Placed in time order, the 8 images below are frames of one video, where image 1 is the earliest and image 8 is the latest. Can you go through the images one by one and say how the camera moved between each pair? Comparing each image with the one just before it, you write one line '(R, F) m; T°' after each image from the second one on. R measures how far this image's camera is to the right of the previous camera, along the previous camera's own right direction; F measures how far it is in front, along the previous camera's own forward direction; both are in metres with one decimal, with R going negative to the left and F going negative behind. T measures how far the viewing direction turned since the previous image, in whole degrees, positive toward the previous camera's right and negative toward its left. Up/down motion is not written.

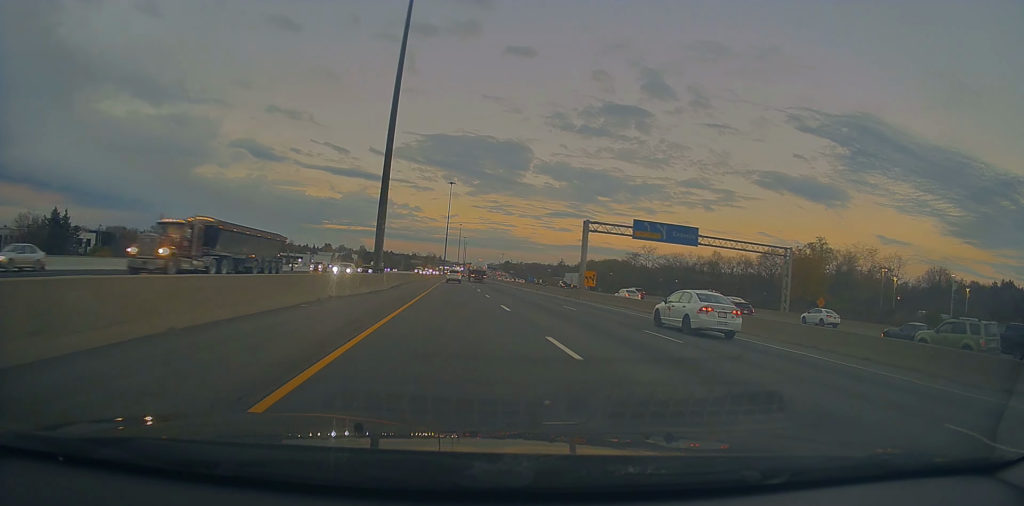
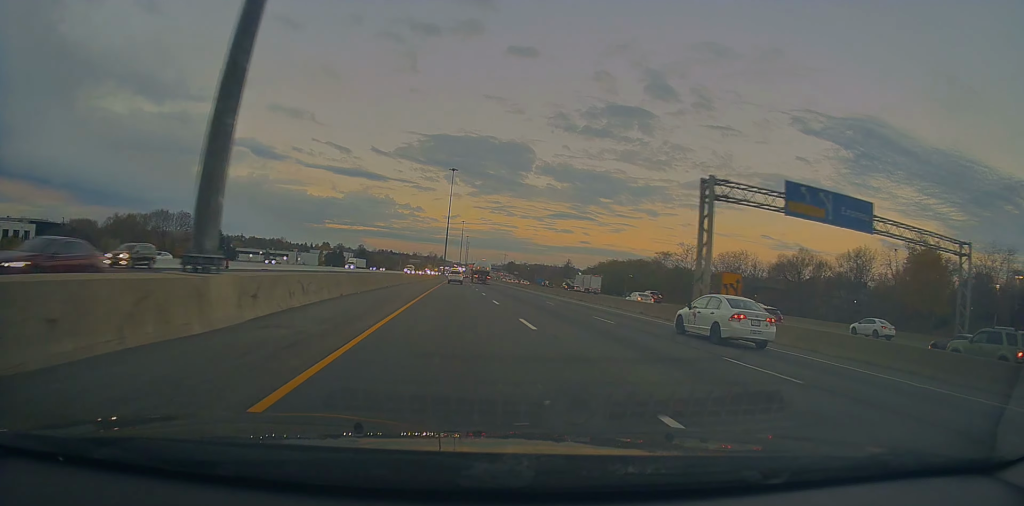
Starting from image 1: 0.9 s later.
(+0.1, +29.7) m; 0°
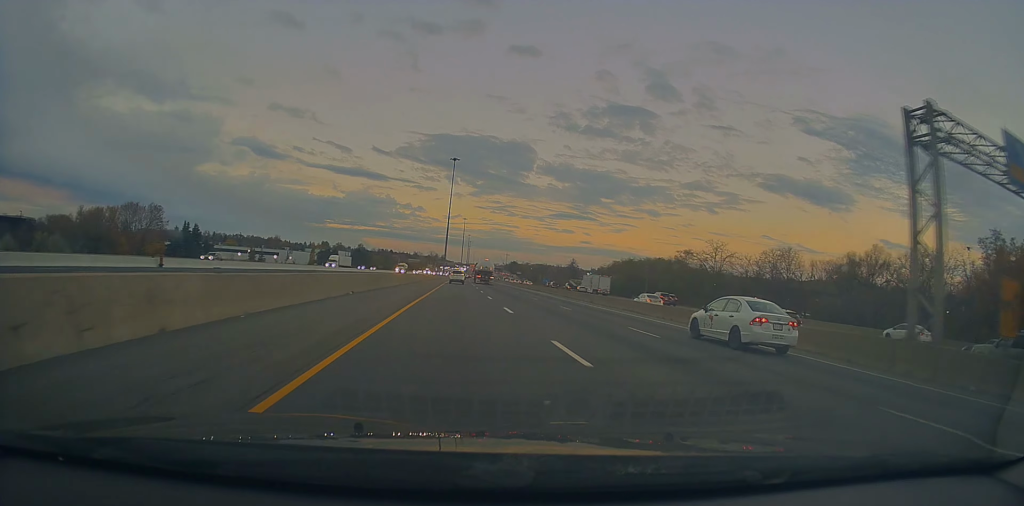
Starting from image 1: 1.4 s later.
(0.0, +17.2) m; 0°
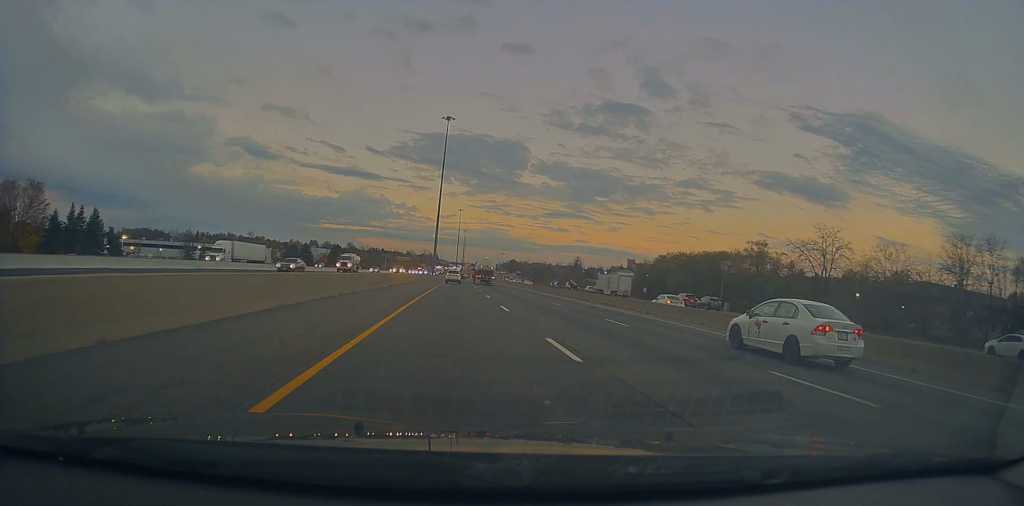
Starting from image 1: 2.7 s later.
(-0.1, +45.9) m; 0°
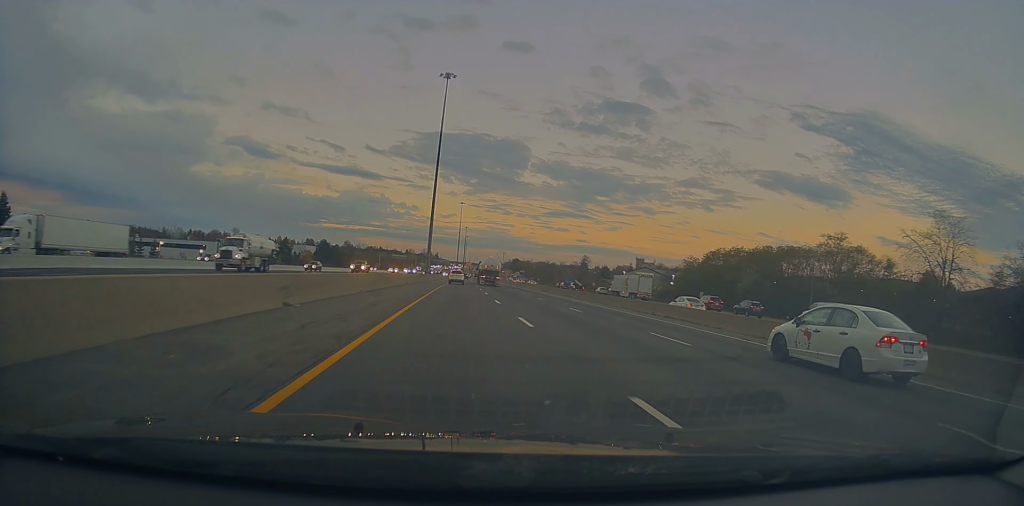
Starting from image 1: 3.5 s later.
(+0.1, +28.7) m; +1°
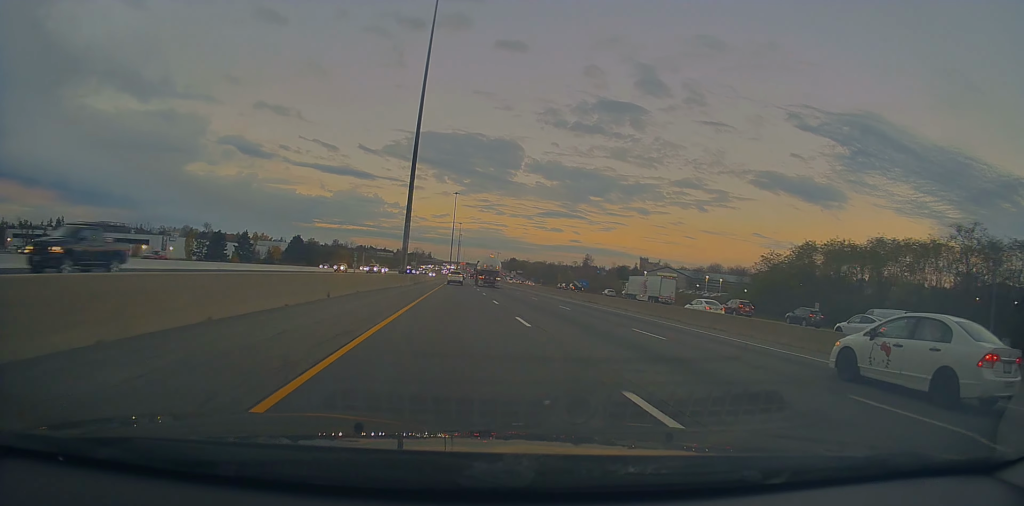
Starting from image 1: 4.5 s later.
(+0.4, +34.5) m; +1°
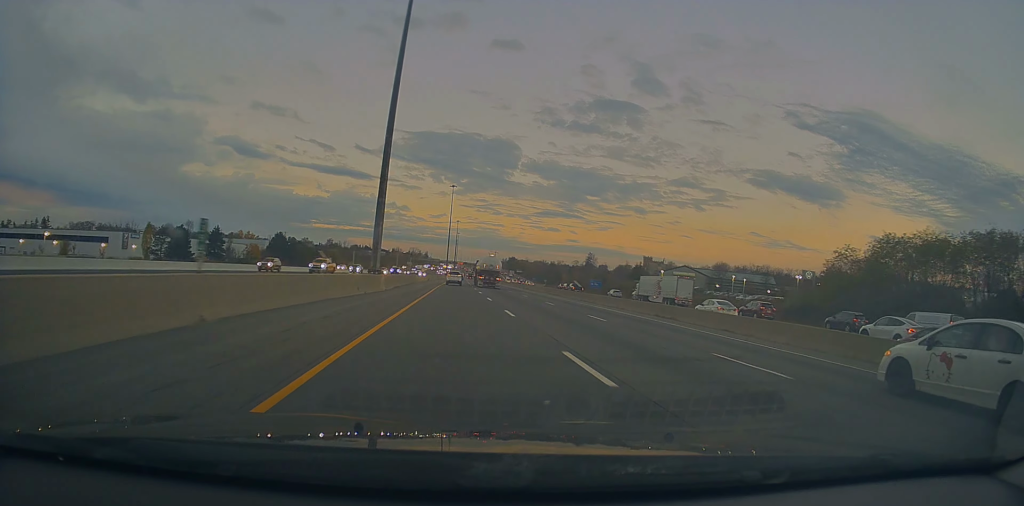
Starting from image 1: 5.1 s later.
(+0.2, +19.6) m; 0°
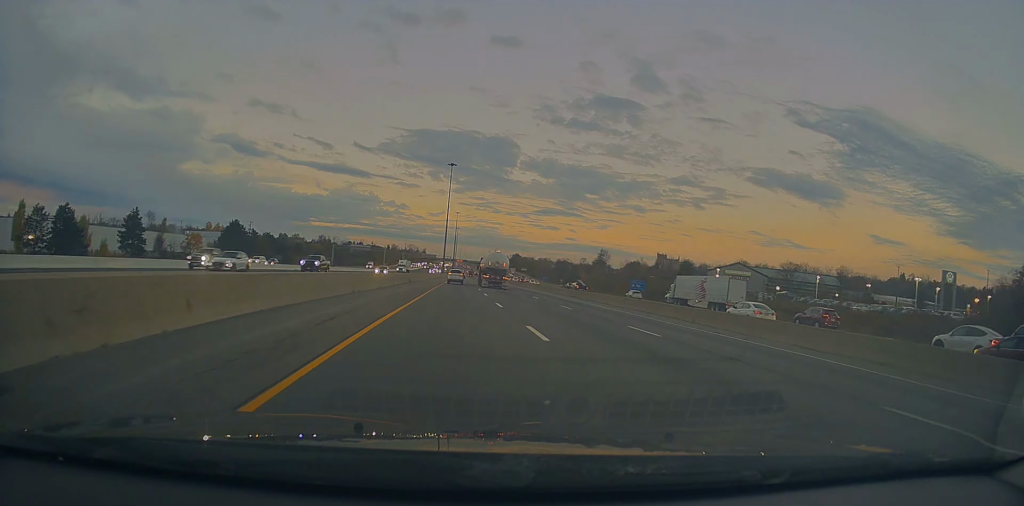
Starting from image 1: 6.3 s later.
(-0.4, +41.7) m; 0°
